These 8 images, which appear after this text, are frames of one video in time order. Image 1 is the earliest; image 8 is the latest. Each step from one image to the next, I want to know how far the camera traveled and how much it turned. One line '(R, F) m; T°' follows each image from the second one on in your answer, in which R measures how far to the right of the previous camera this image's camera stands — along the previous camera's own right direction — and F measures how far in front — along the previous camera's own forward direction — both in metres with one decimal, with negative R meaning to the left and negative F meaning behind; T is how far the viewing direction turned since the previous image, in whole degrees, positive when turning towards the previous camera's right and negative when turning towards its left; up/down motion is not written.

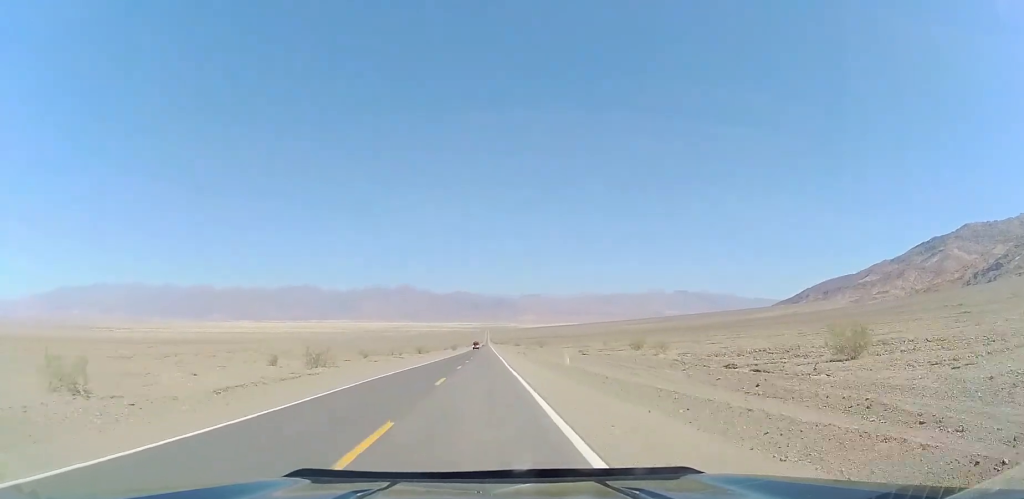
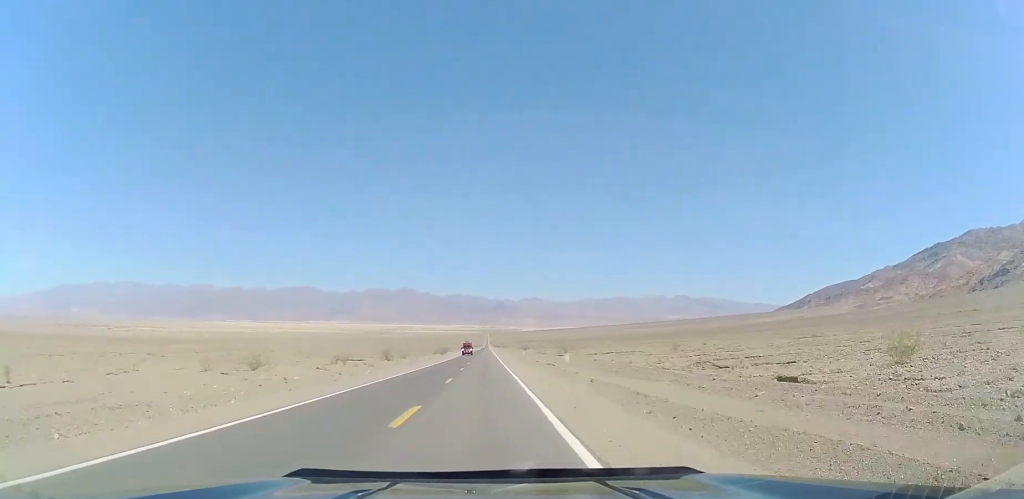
(0.0, +39.2) m; -1°
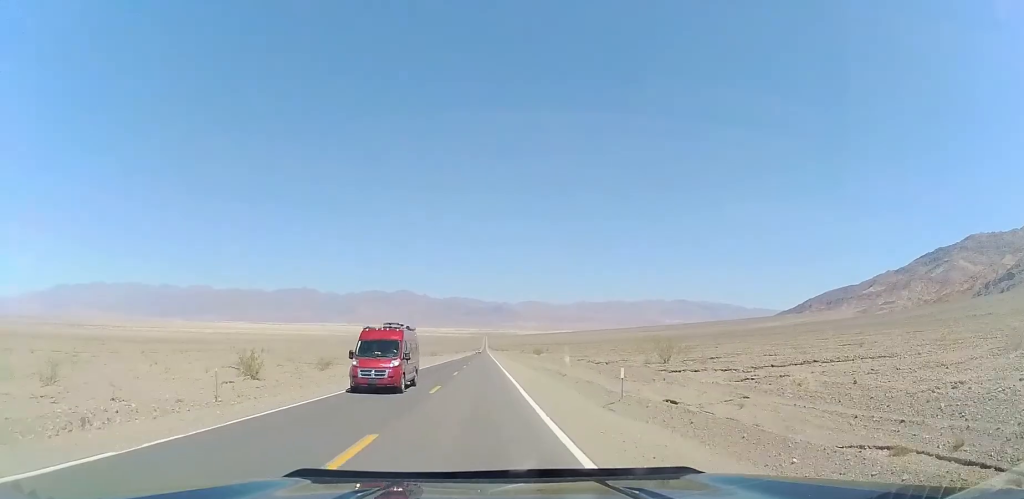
(-0.6, +48.7) m; -1°
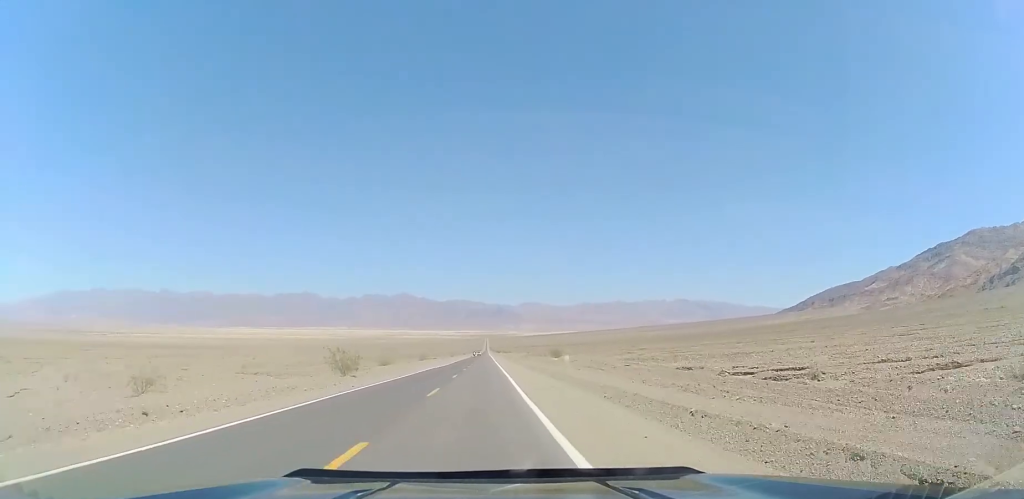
(0.0, +30.0) m; 0°
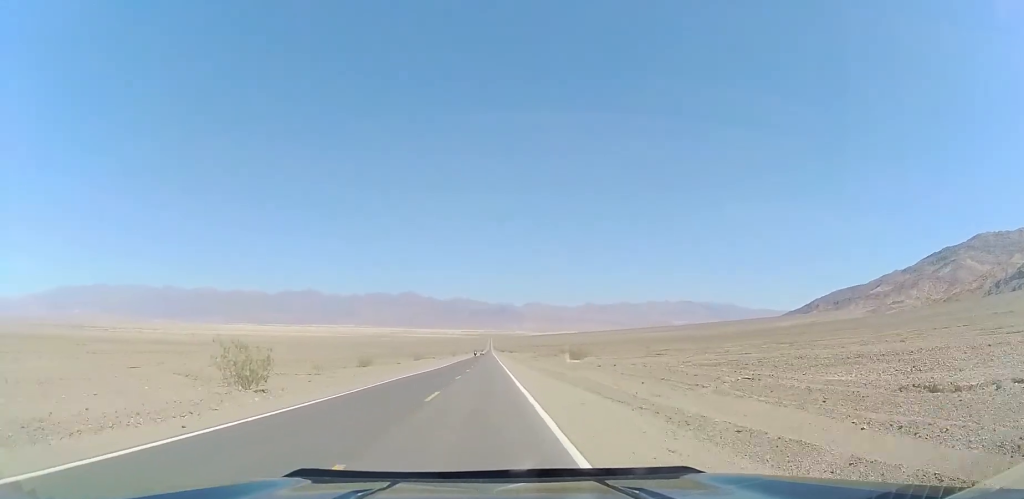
(0.0, +16.5) m; 0°
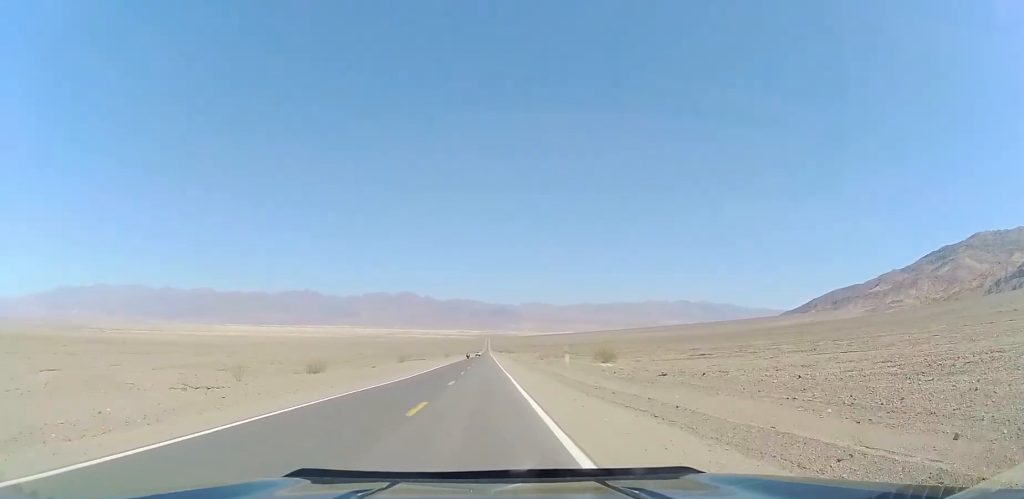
(0.0, +18.6) m; 0°
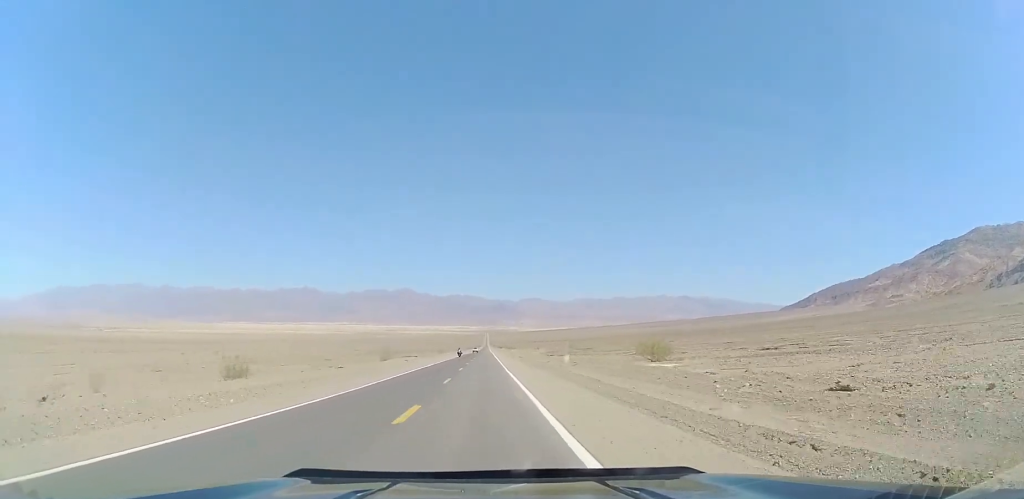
(0.0, +16.5) m; 0°
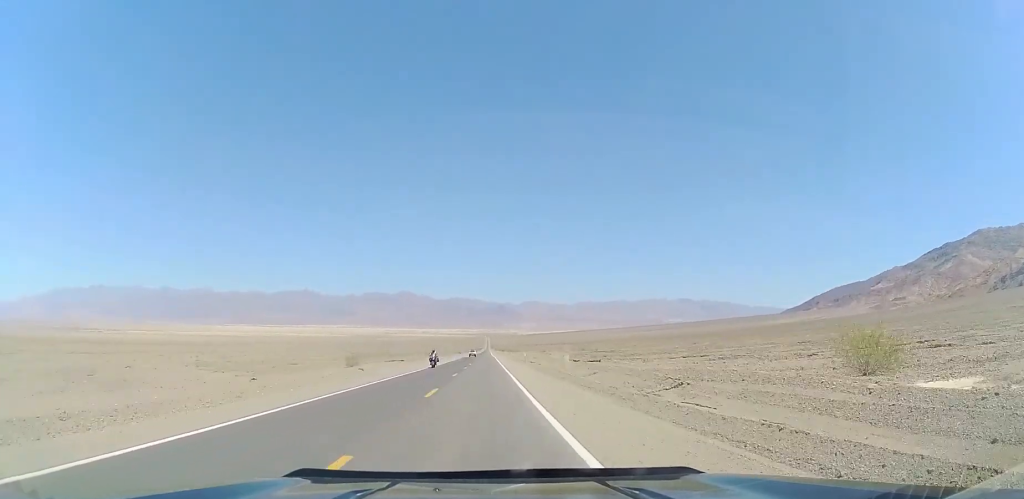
(-0.3, +22.6) m; +1°
